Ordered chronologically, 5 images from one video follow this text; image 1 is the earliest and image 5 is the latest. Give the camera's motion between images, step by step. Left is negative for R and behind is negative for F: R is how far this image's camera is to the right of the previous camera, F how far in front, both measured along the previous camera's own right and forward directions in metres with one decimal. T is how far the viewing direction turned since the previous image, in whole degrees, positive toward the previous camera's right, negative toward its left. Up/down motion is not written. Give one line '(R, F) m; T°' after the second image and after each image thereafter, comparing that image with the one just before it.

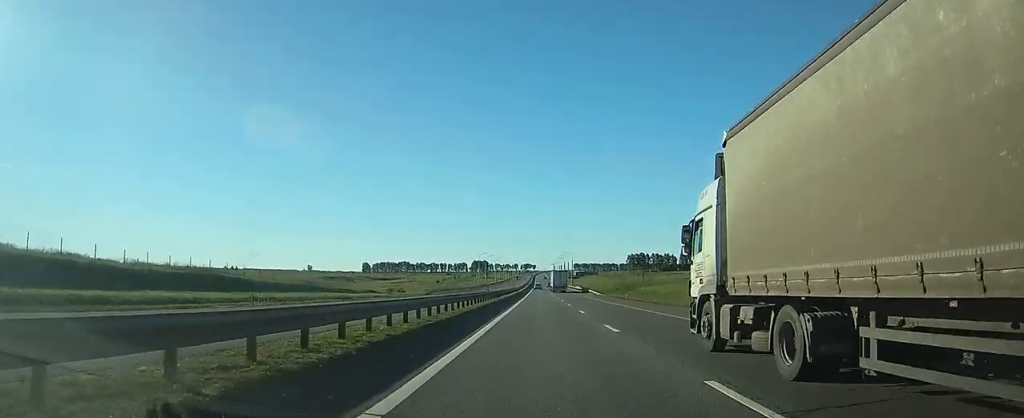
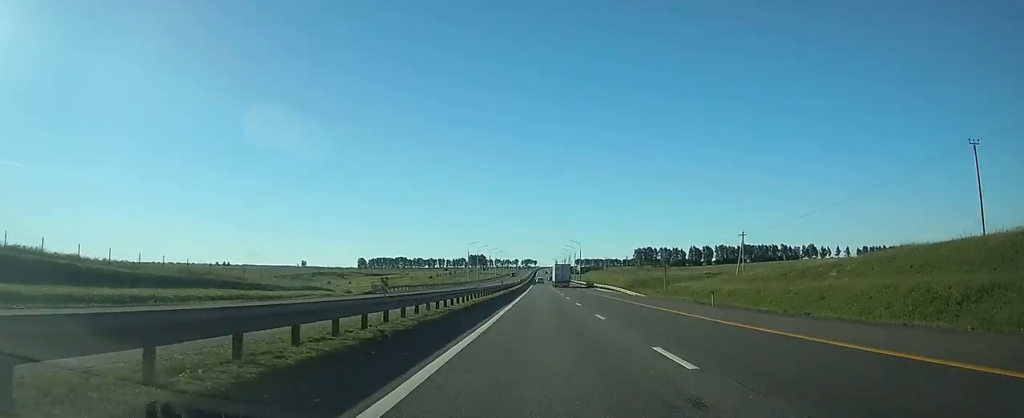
(-0.1, +32.4) m; 0°
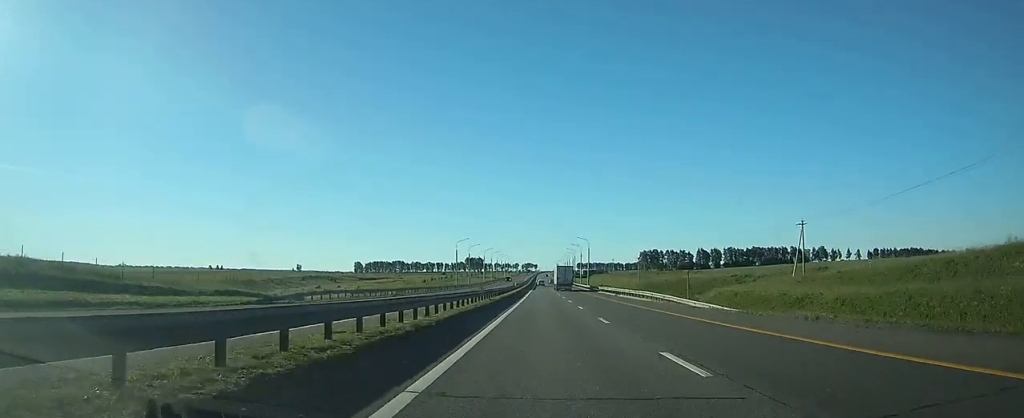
(+0.1, +24.5) m; 0°
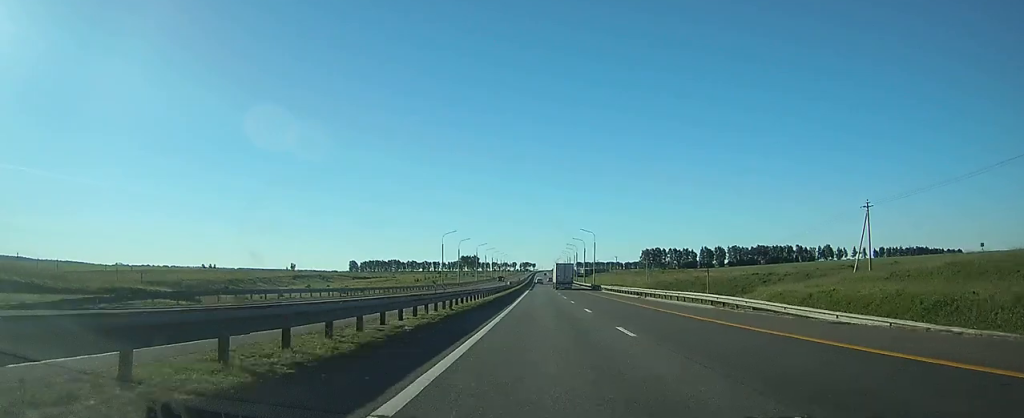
(0.0, +17.8) m; 0°
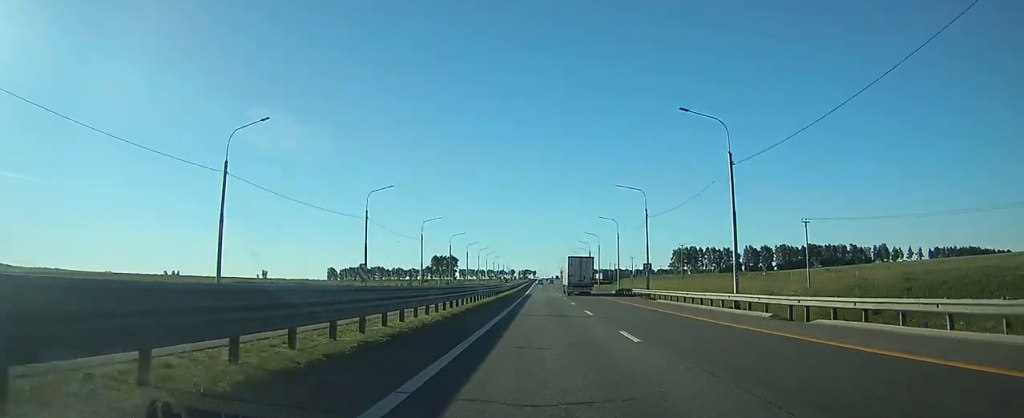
(-0.4, +109.4) m; 0°
